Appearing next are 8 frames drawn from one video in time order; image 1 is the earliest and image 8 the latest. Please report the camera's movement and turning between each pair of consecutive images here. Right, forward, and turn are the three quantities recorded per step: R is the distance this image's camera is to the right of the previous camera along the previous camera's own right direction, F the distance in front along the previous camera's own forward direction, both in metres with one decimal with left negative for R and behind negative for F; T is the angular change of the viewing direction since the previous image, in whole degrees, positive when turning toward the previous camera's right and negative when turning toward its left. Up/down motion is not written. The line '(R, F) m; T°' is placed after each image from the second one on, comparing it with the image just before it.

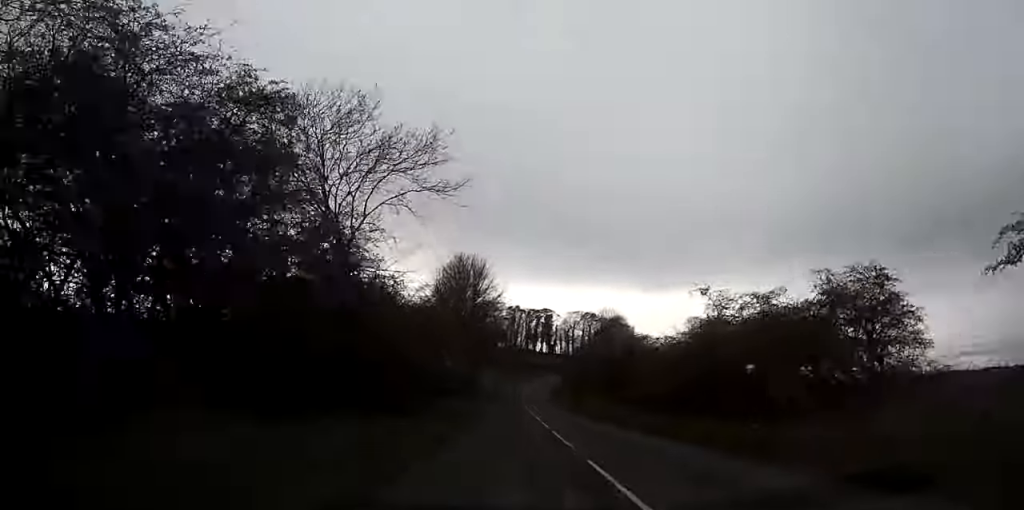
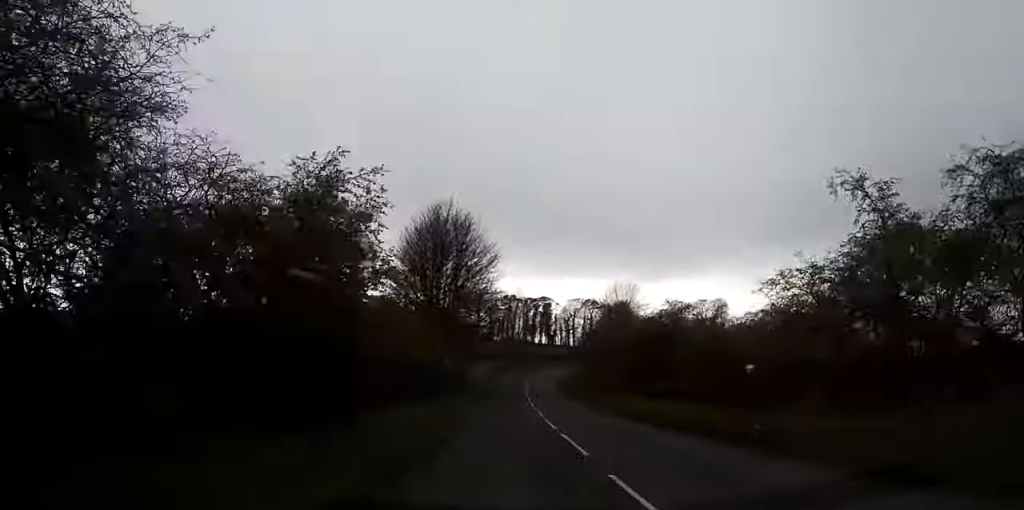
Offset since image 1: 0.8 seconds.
(0.0, +21.1) m; 0°
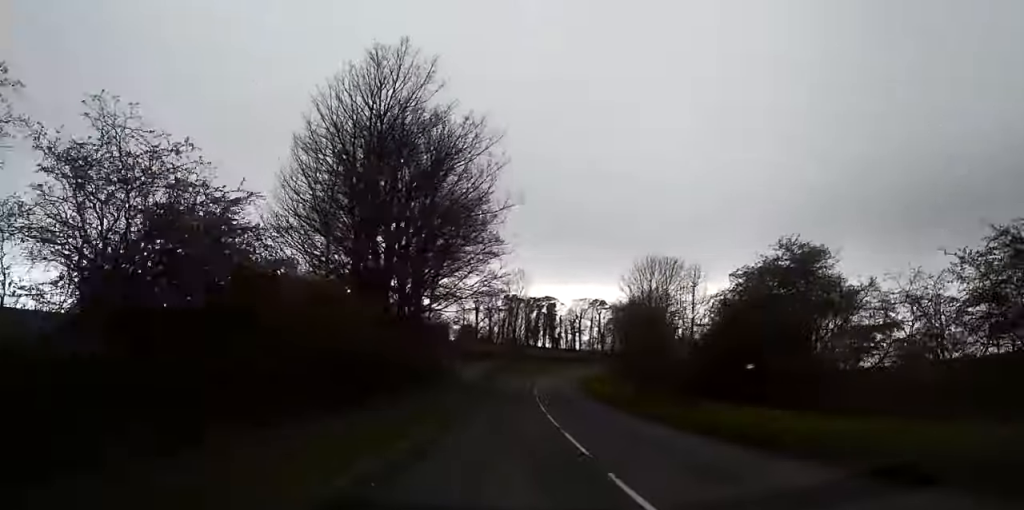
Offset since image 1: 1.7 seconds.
(0.0, +26.6) m; 0°
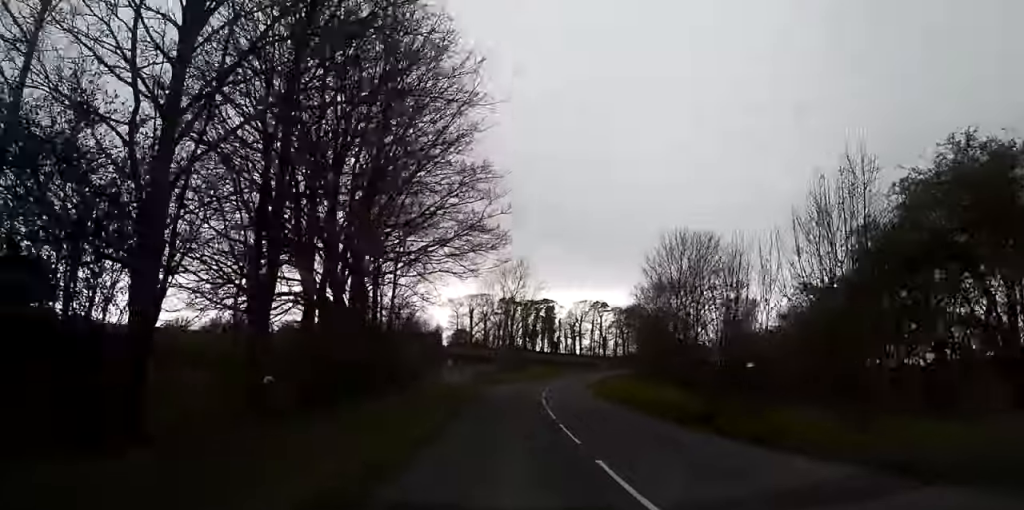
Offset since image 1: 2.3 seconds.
(0.0, +16.5) m; 0°
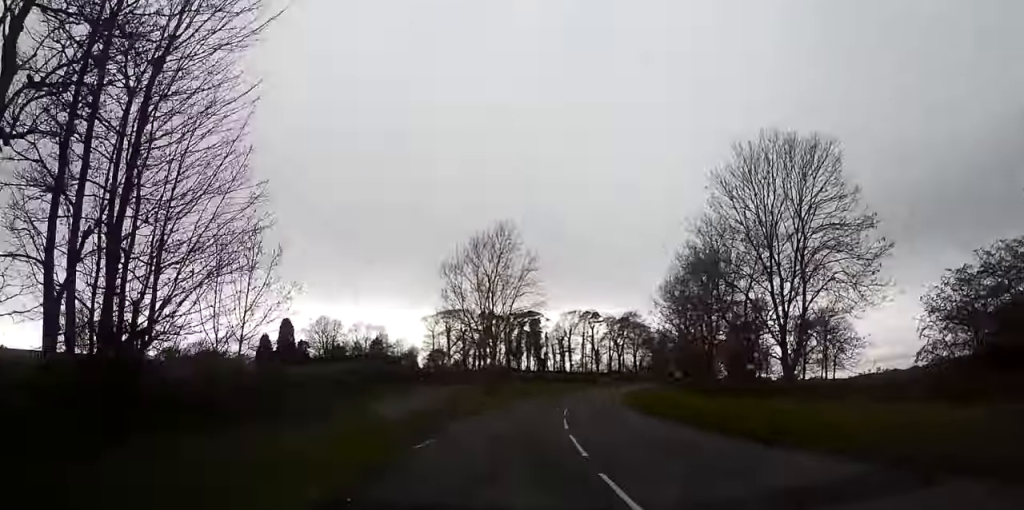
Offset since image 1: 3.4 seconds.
(+0.1, +28.3) m; +1°
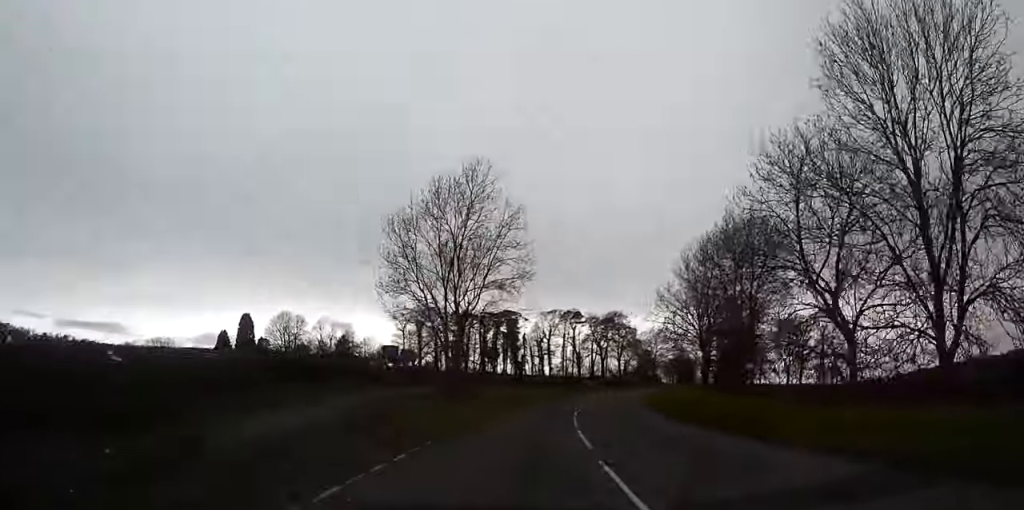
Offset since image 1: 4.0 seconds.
(-0.1, +17.2) m; +1°
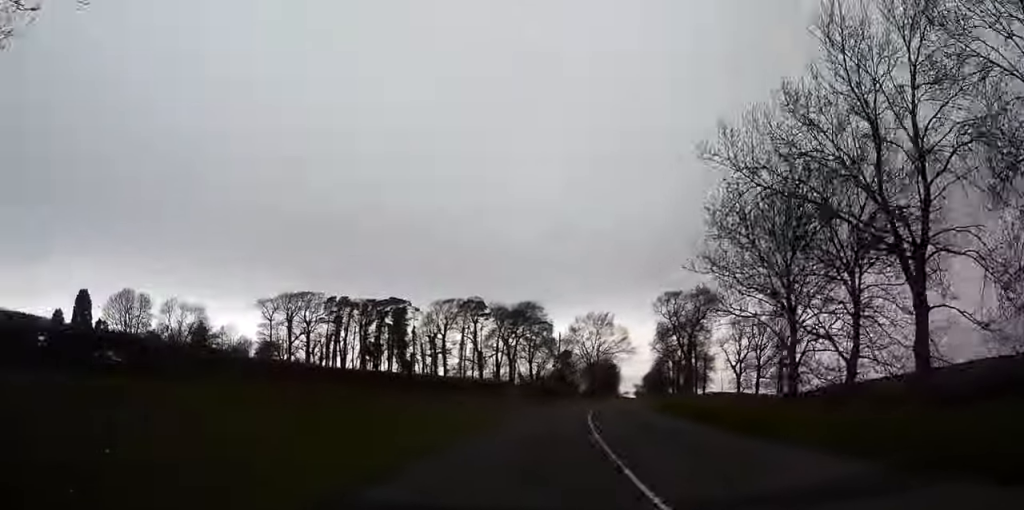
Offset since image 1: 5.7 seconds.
(+2.7, +44.7) m; +7°
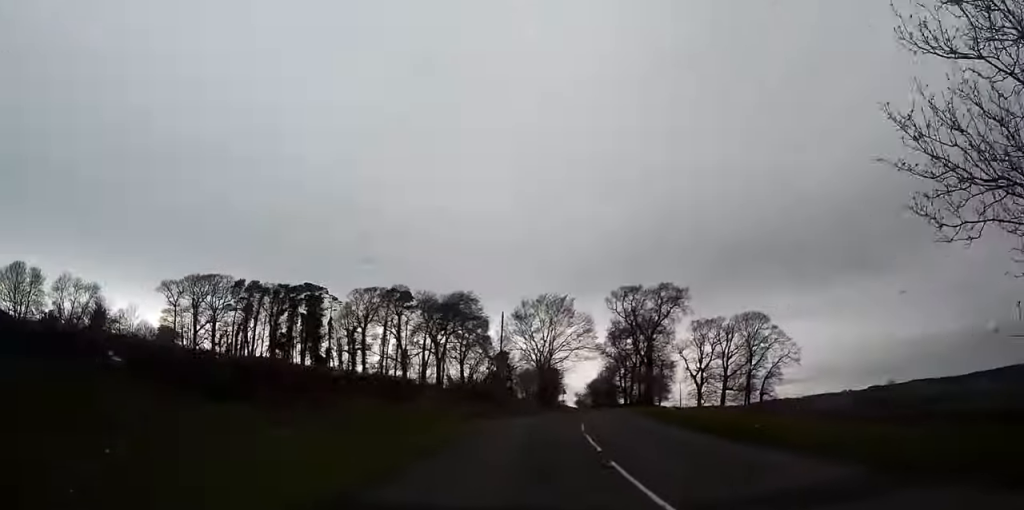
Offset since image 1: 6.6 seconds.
(+1.0, +24.9) m; +5°
